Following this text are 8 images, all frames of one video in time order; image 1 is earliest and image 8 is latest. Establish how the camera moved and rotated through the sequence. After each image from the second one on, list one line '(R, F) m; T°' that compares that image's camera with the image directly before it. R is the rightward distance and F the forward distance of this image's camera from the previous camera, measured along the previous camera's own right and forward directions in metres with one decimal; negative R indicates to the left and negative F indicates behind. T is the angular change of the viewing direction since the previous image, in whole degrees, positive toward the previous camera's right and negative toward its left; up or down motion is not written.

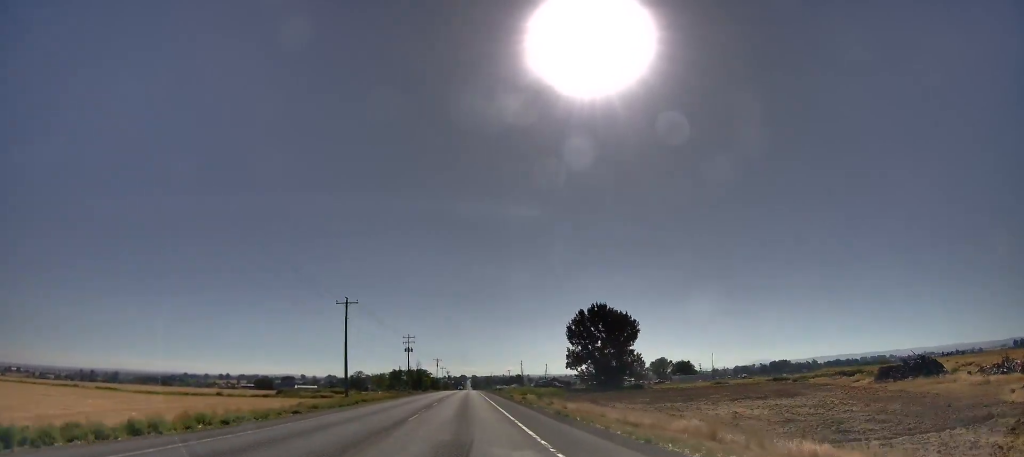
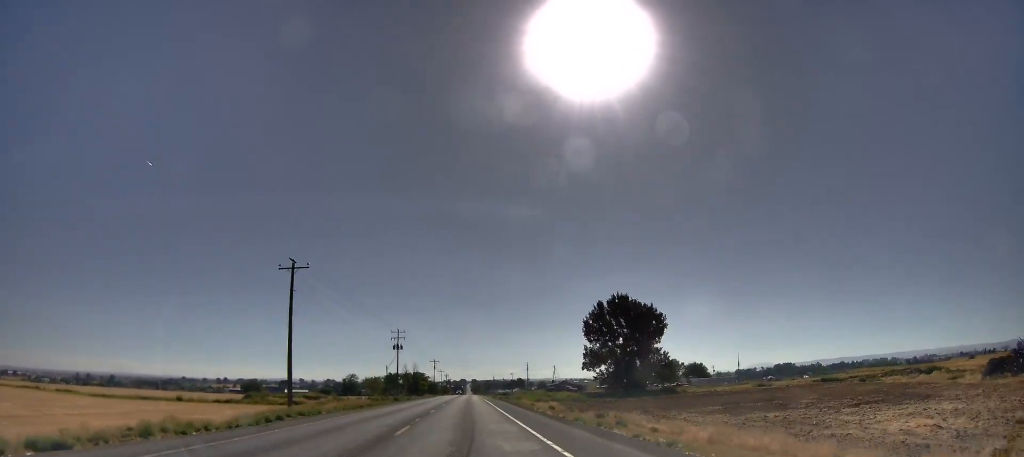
(-0.2, +20.2) m; -1°
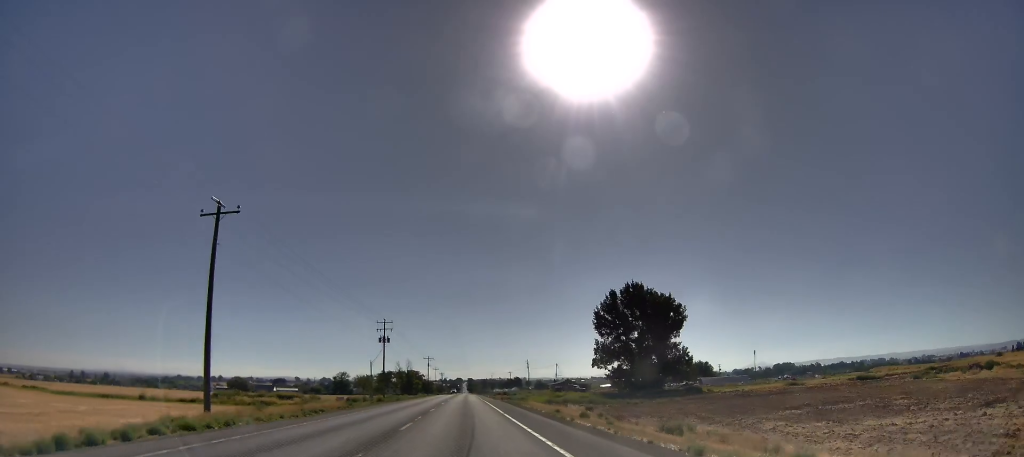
(-0.5, +13.4) m; -1°
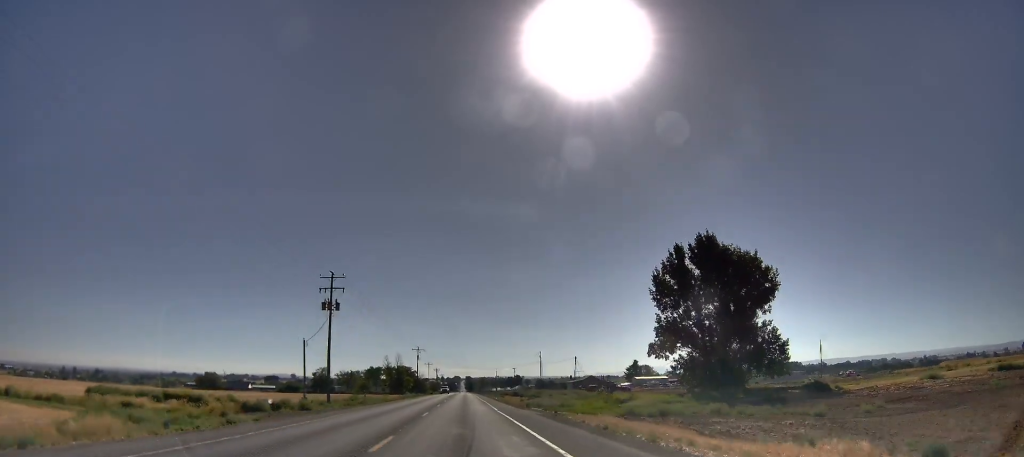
(+0.8, +35.7) m; +1°
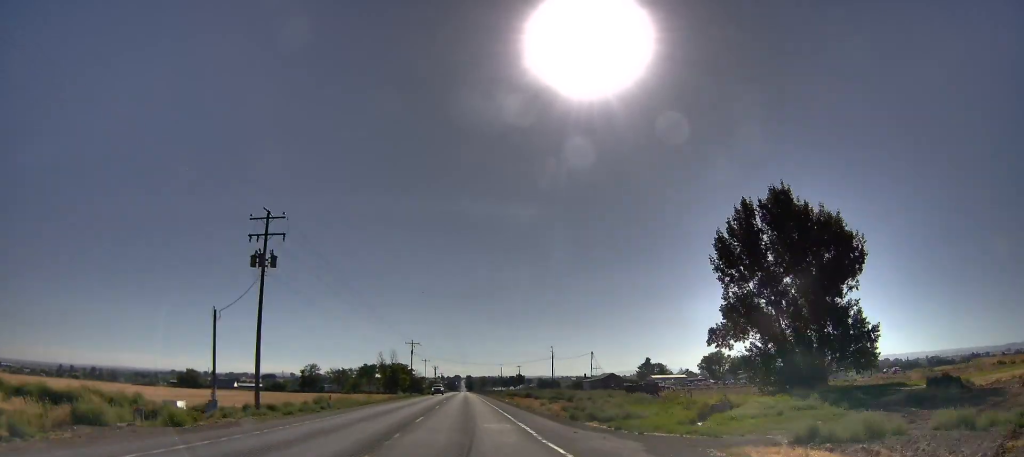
(0.0, +19.4) m; +1°
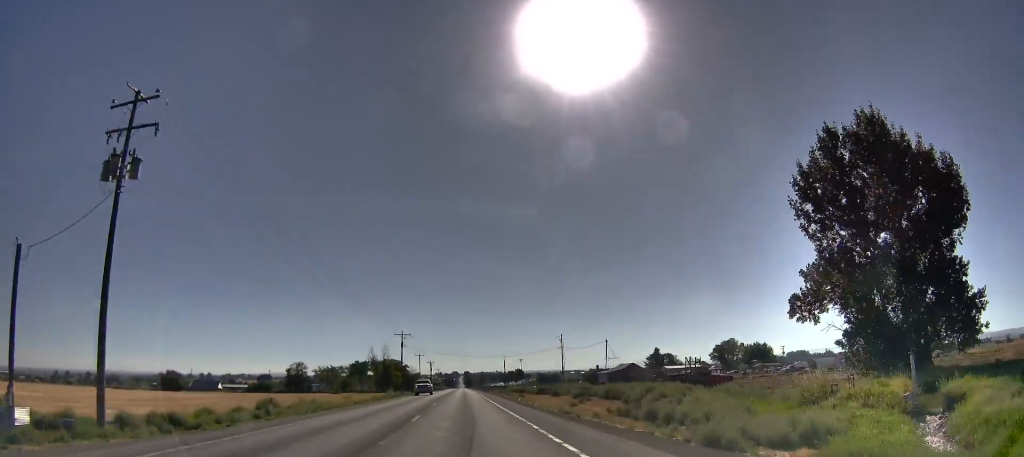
(+0.1, +16.4) m; +1°
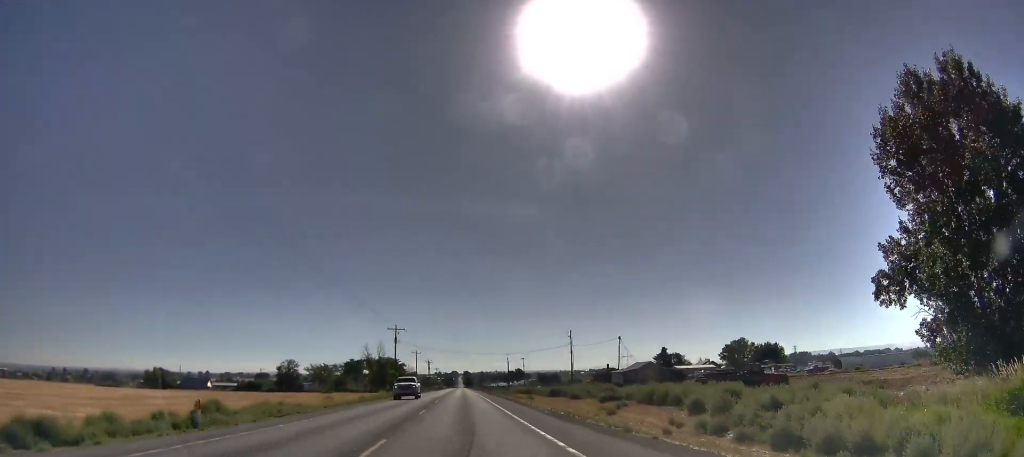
(+0.3, +10.4) m; 0°
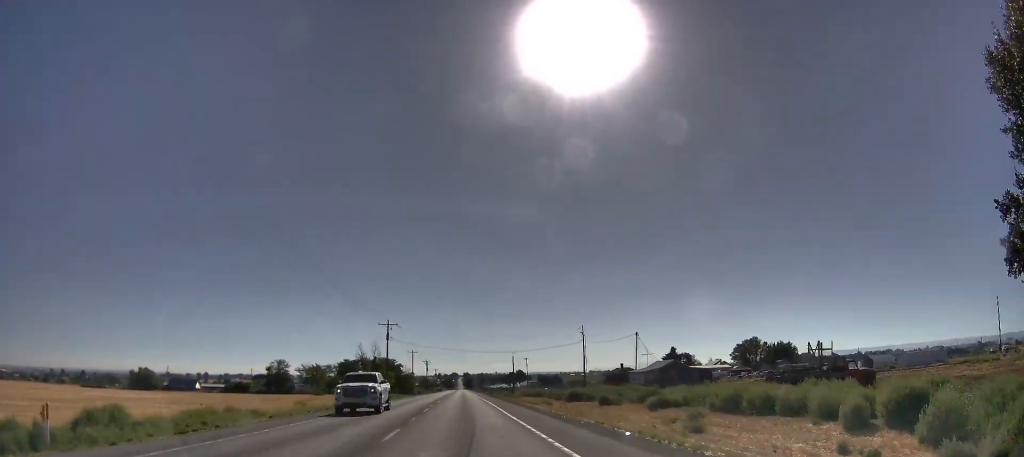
(+0.1, +11.2) m; -1°
